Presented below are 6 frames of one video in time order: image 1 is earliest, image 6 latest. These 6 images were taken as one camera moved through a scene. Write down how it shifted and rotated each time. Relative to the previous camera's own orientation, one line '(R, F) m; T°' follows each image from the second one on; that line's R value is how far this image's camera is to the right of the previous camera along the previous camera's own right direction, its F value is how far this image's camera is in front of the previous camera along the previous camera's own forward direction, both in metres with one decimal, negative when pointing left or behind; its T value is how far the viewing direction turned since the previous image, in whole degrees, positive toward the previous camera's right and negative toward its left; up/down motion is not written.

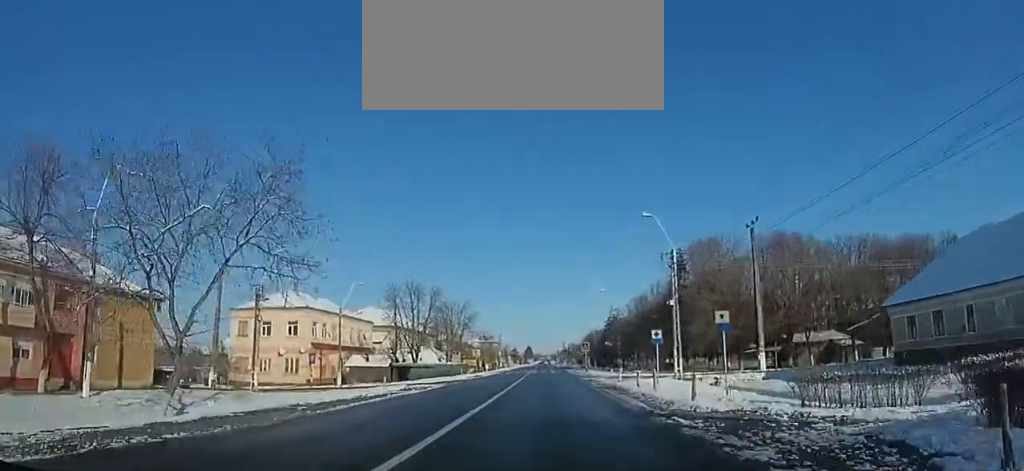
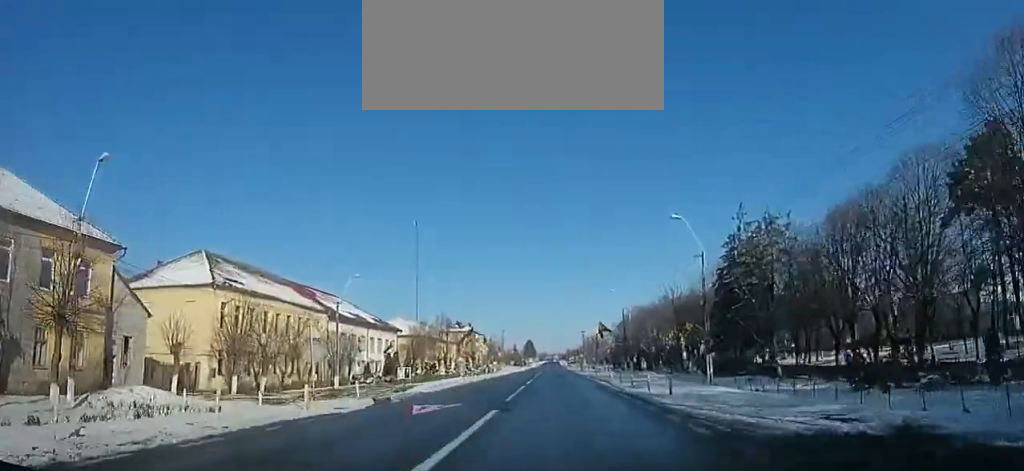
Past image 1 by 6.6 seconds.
(-2.4, +104.9) m; 0°
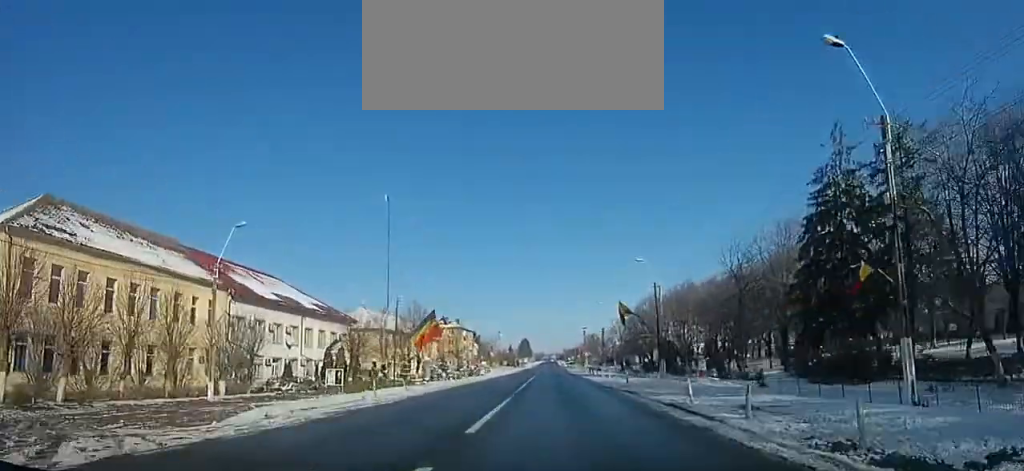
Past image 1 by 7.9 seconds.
(+0.3, +25.5) m; 0°
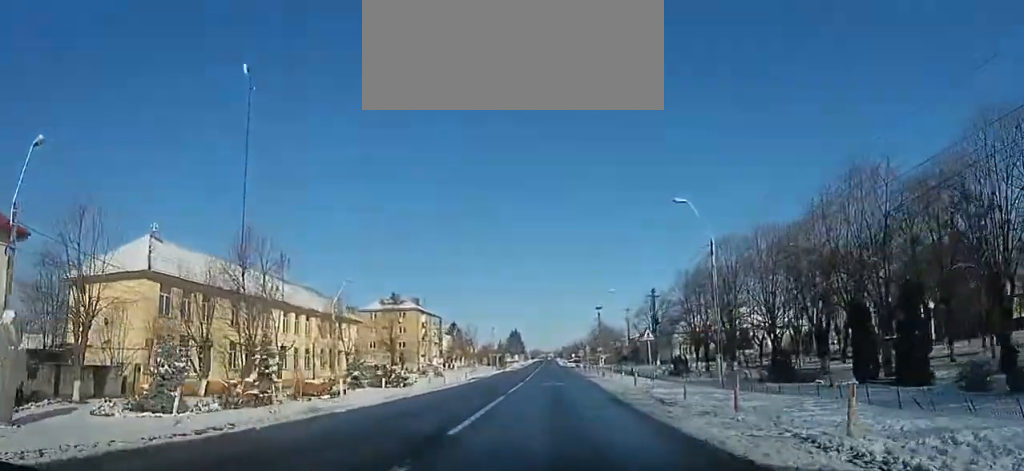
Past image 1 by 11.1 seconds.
(-1.1, +46.0) m; -3°
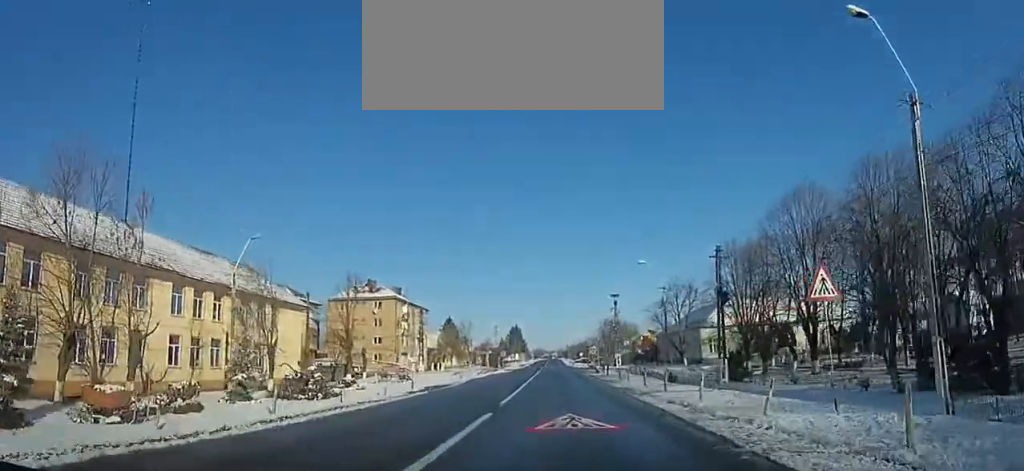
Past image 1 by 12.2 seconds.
(-0.1, +11.0) m; +1°
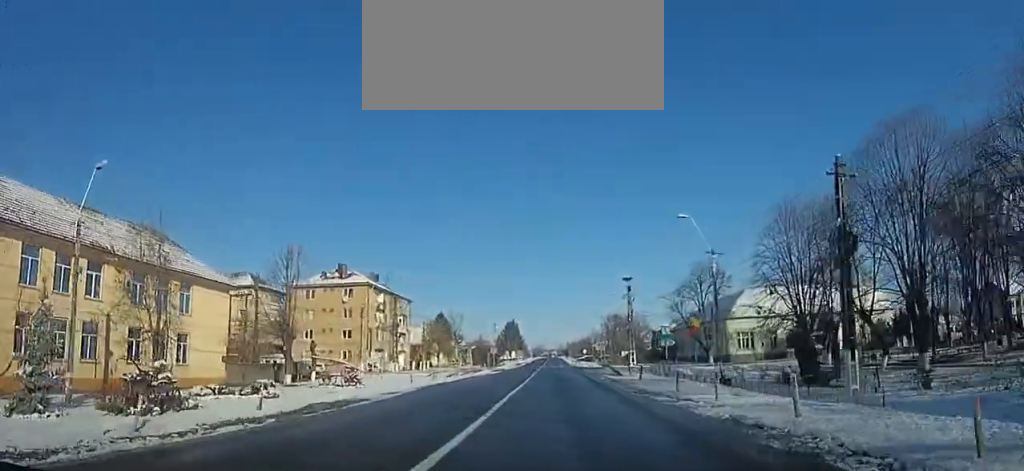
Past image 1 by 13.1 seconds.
(-0.2, +8.7) m; +1°
